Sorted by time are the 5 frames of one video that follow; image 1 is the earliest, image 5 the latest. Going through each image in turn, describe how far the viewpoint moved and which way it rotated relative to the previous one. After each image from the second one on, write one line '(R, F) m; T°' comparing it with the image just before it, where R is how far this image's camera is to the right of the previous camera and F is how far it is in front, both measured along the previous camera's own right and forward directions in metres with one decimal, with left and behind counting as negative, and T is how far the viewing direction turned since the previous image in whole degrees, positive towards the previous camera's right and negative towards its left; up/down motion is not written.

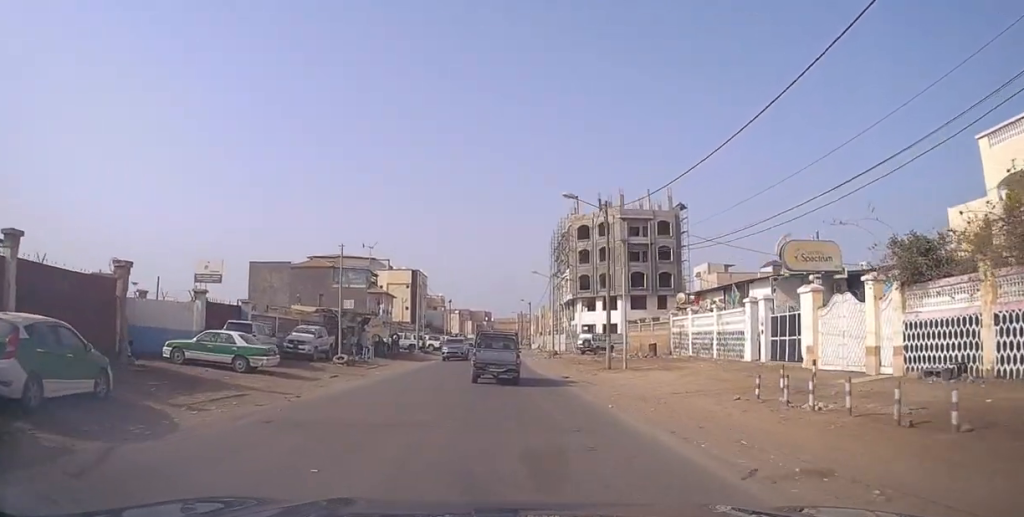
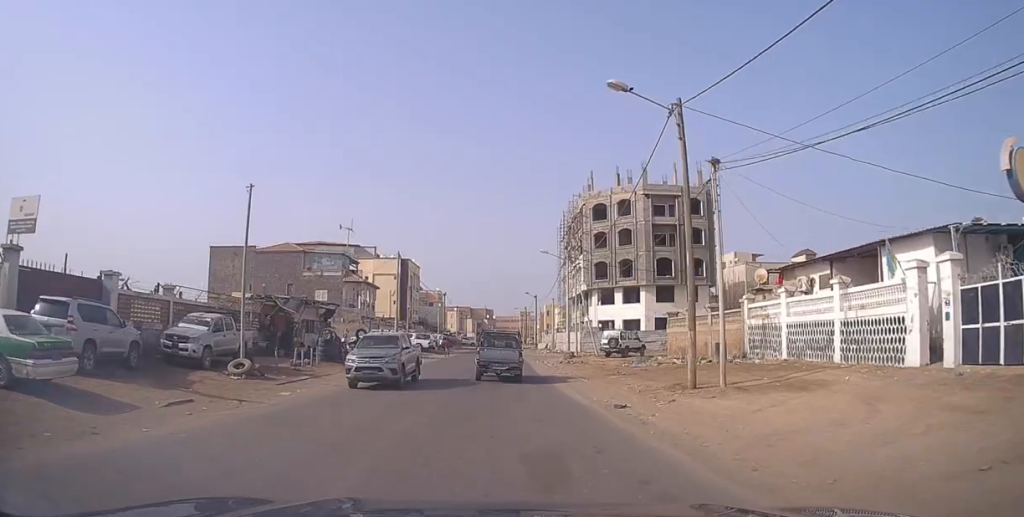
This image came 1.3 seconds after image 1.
(+0.7, +12.1) m; +3°
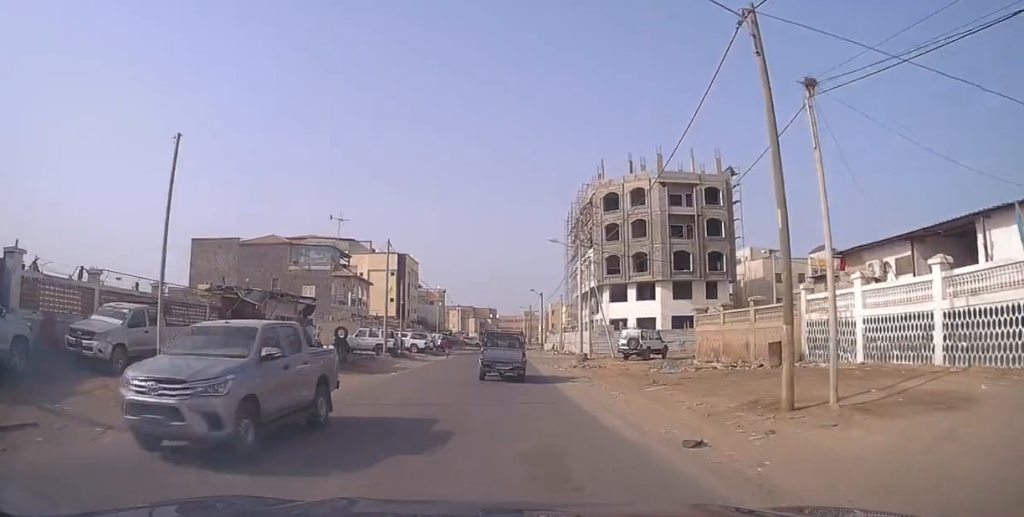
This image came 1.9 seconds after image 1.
(+0.1, +5.7) m; 0°
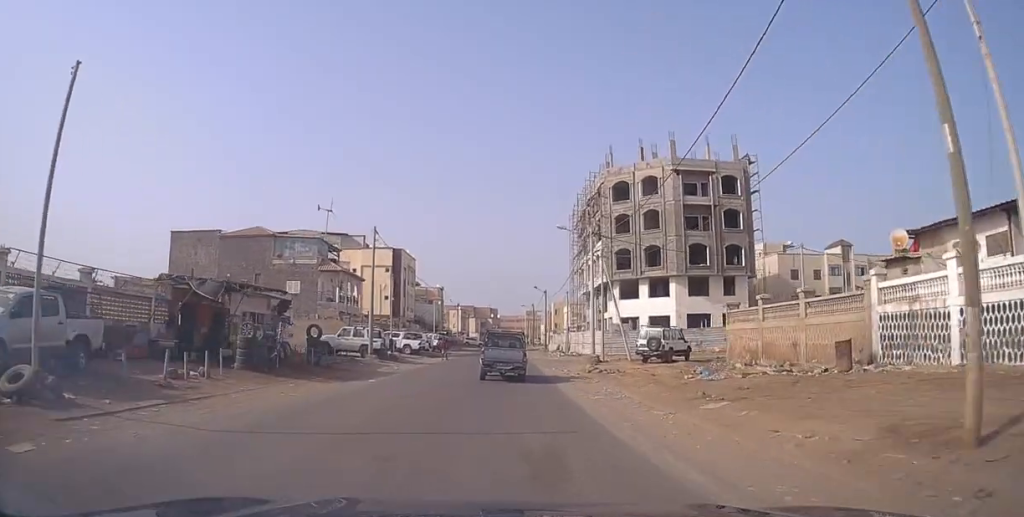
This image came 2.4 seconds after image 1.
(-0.1, +5.0) m; -1°
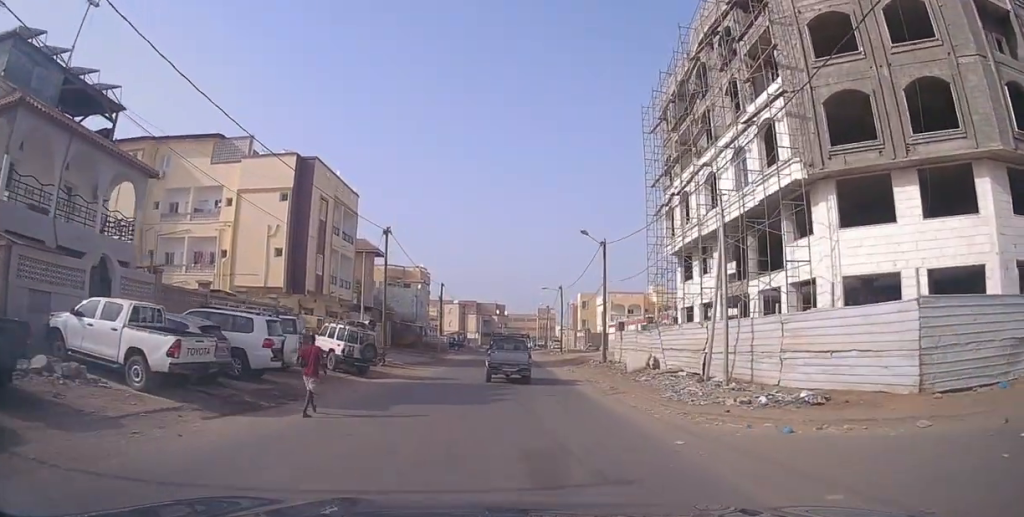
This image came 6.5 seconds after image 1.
(-0.7, +39.1) m; -1°
